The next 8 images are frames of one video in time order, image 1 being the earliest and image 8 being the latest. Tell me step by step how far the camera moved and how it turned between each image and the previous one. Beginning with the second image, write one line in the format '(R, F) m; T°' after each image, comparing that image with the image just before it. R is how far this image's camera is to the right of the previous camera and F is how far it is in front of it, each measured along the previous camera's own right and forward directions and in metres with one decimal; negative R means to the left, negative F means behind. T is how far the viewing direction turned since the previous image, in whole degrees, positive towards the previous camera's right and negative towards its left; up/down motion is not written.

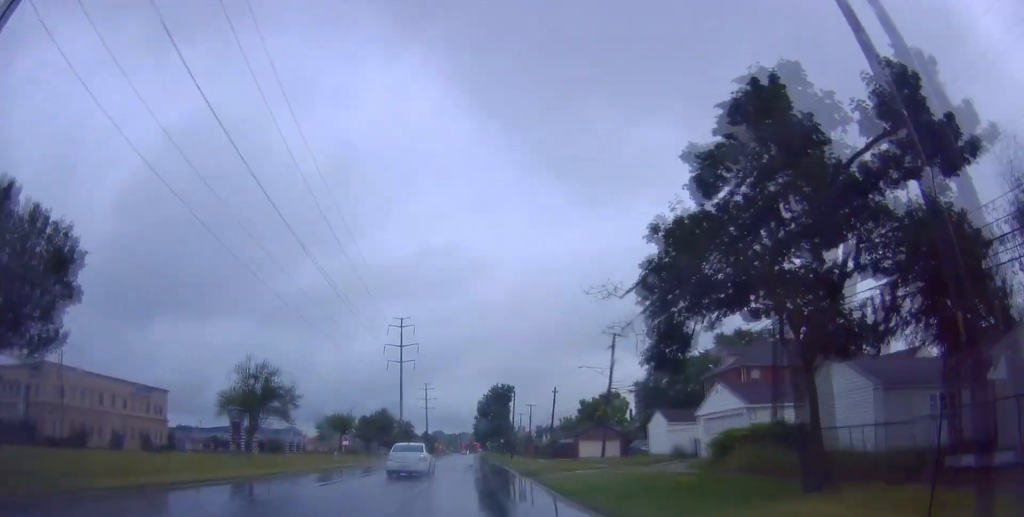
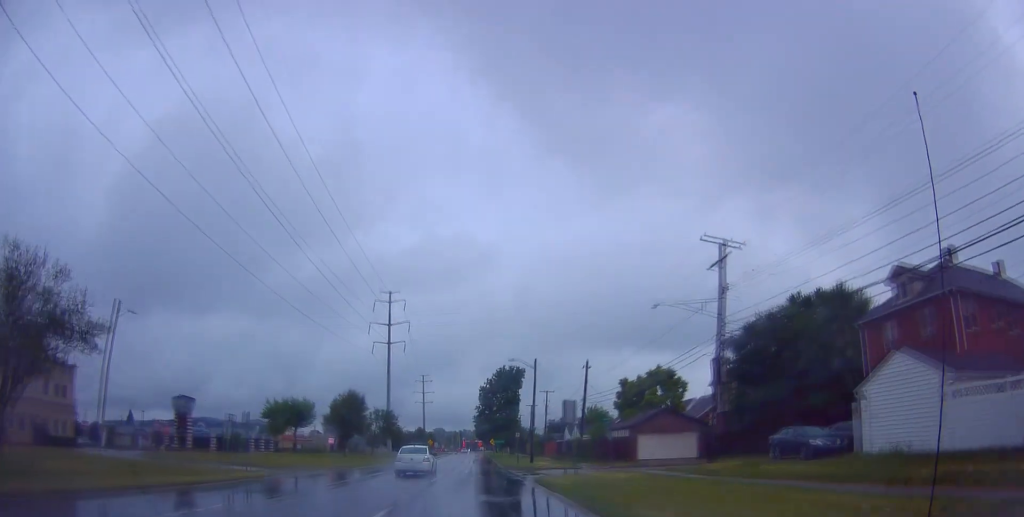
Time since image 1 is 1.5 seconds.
(-0.2, +26.0) m; -3°
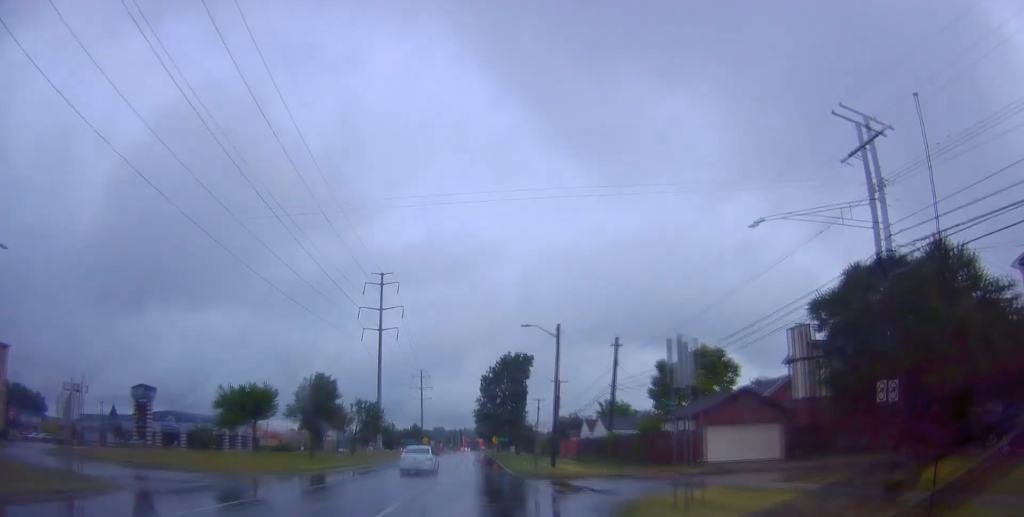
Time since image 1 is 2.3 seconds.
(-0.6, +14.3) m; 0°
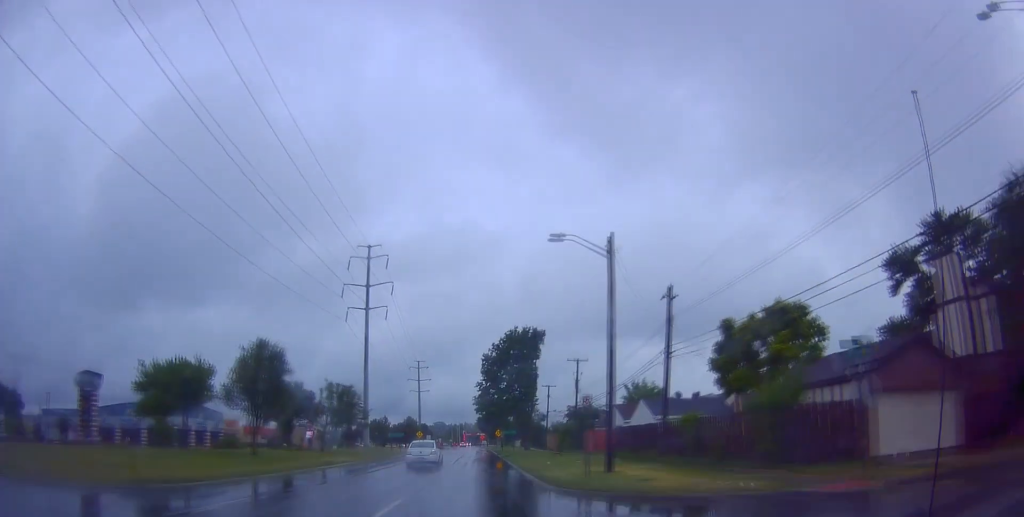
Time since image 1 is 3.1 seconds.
(+0.6, +15.5) m; +1°
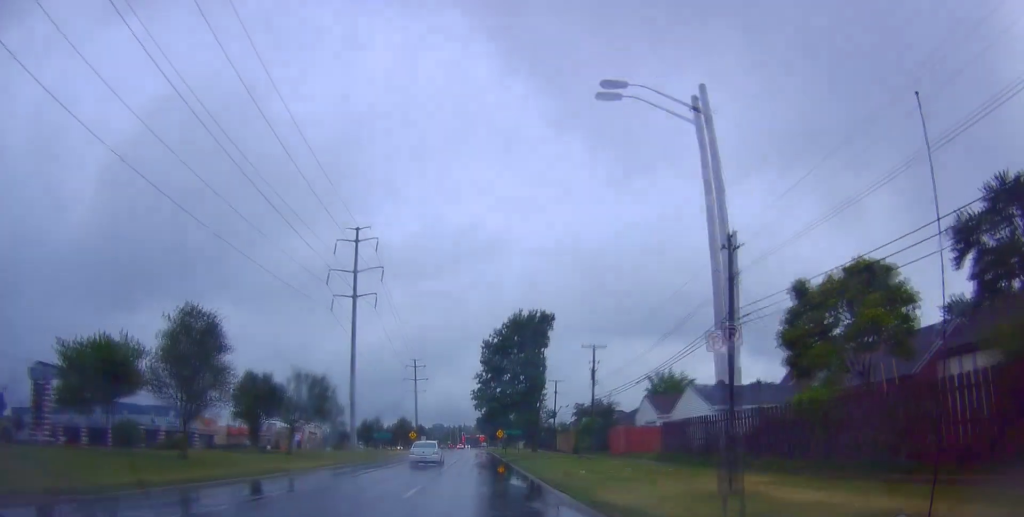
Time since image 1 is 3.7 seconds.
(-0.1, +10.6) m; 0°
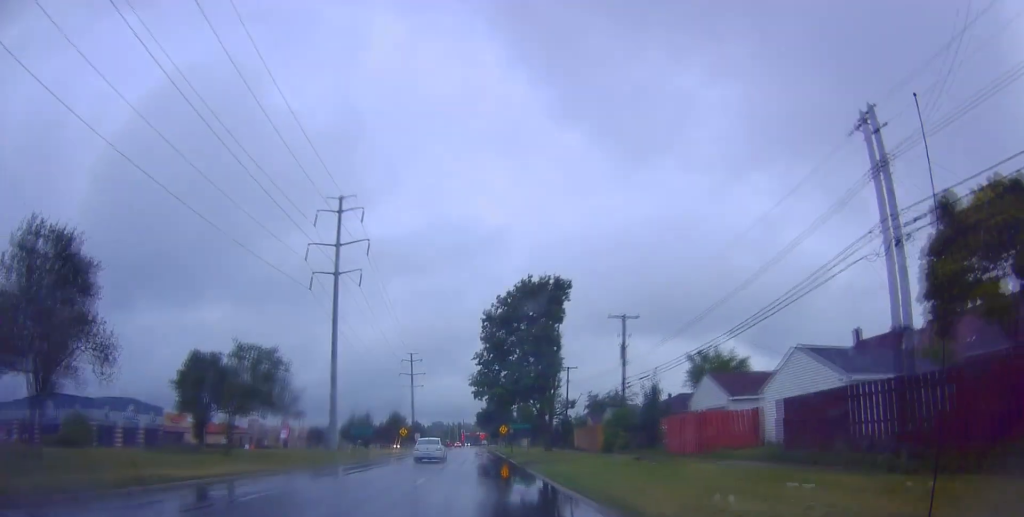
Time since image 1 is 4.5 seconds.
(-0.2, +12.8) m; 0°
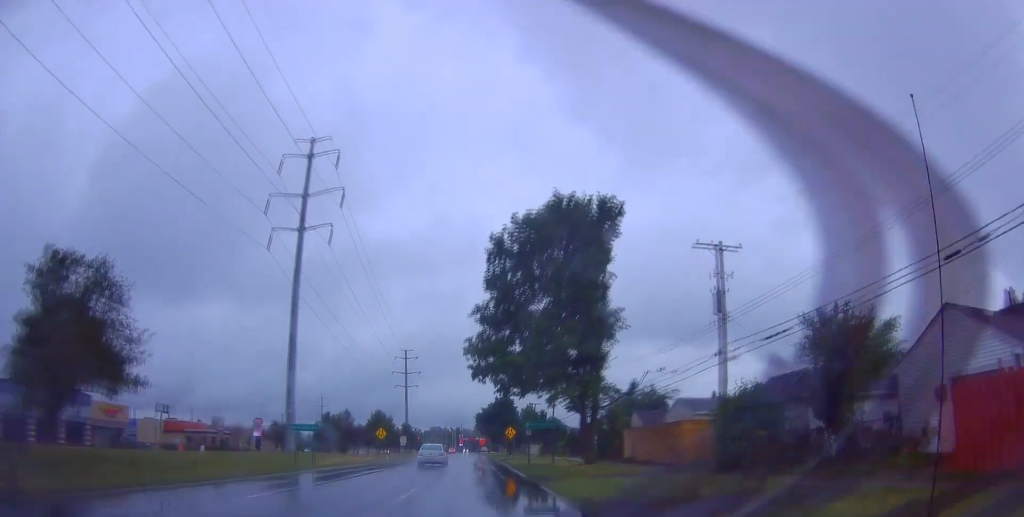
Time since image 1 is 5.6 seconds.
(+0.4, +20.1) m; 0°
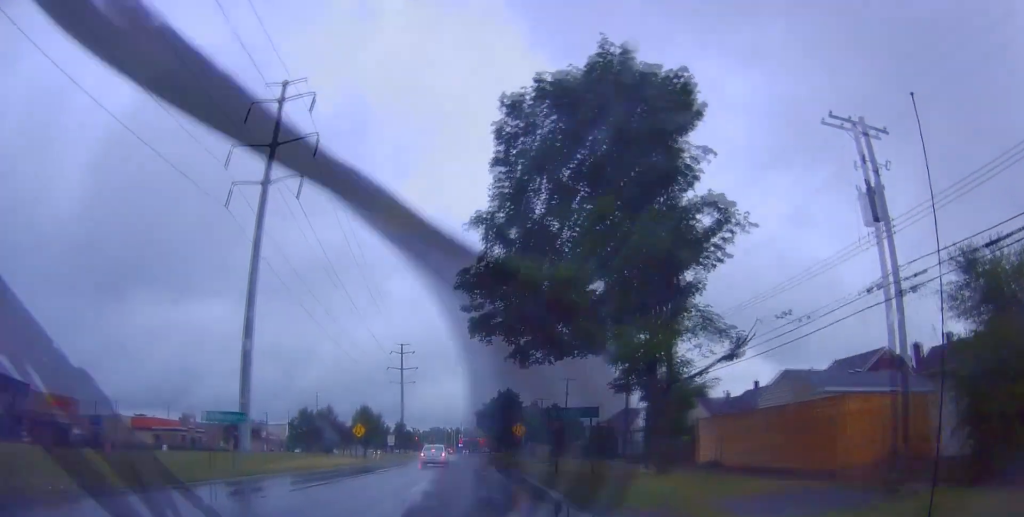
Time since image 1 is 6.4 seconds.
(0.0, +13.8) m; -2°
